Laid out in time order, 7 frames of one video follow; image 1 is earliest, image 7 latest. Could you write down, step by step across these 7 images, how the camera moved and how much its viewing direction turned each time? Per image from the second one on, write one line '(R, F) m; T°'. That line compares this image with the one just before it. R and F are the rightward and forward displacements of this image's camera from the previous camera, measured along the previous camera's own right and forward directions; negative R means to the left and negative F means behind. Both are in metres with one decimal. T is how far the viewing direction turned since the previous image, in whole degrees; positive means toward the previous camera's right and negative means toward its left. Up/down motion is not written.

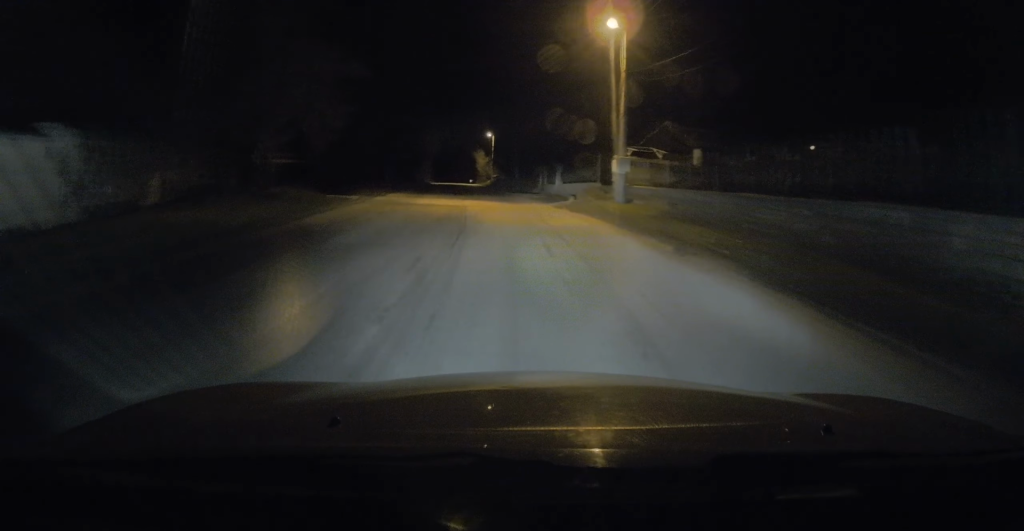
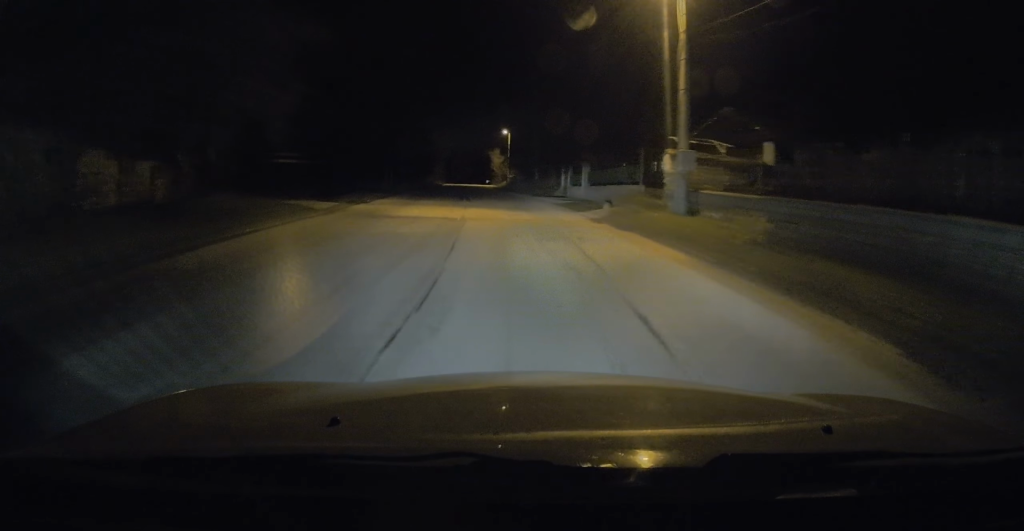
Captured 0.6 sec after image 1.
(-0.2, +6.8) m; -1°
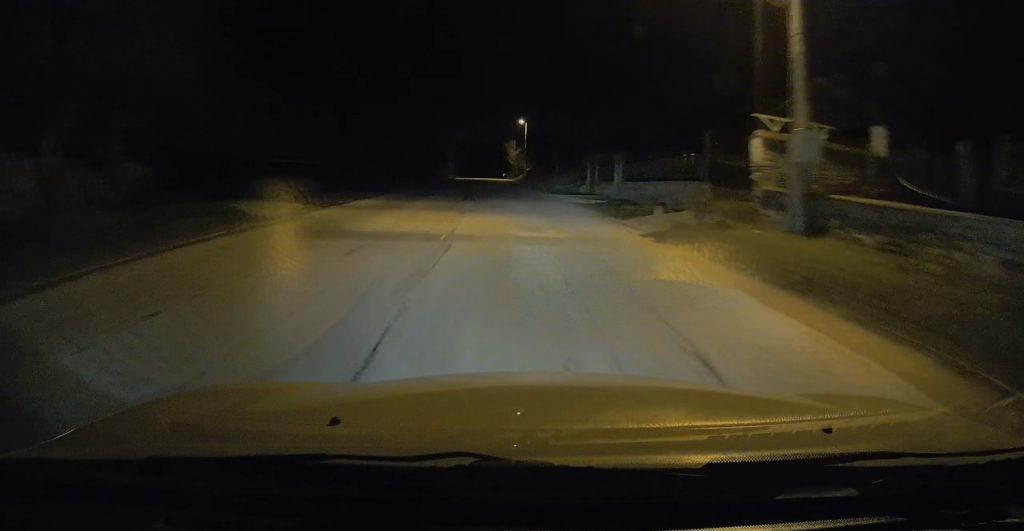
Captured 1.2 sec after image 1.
(-0.1, +6.5) m; -1°
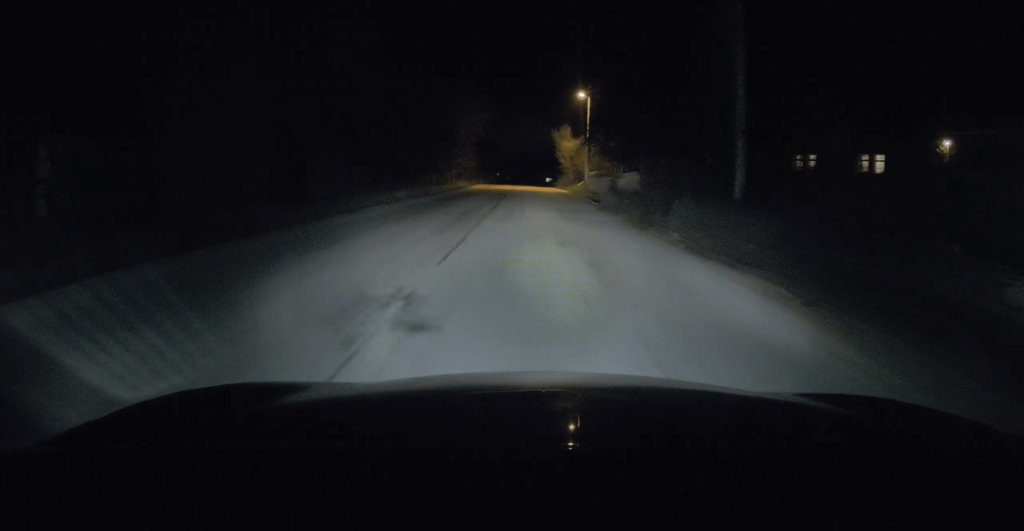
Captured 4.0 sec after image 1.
(-2.3, +32.9) m; -6°
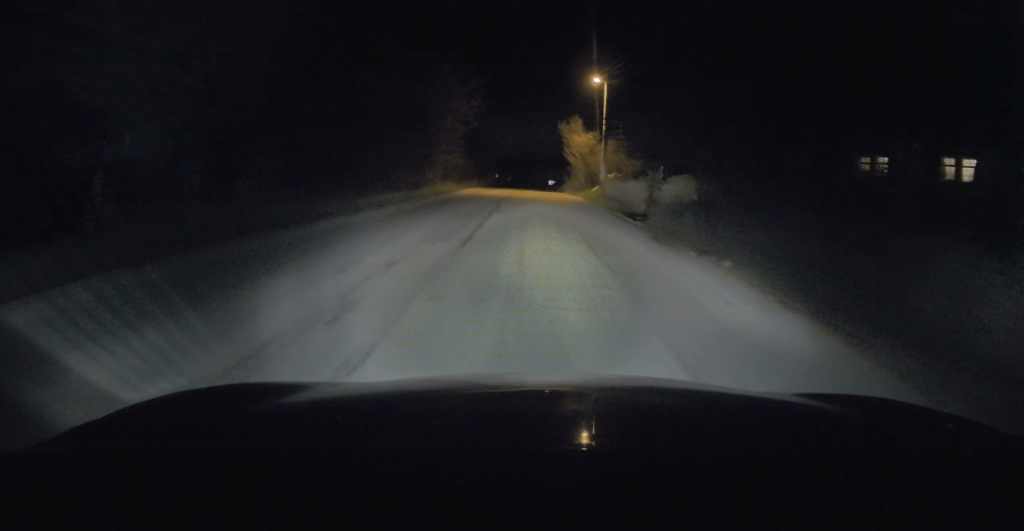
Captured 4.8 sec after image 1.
(+0.3, +9.5) m; 0°
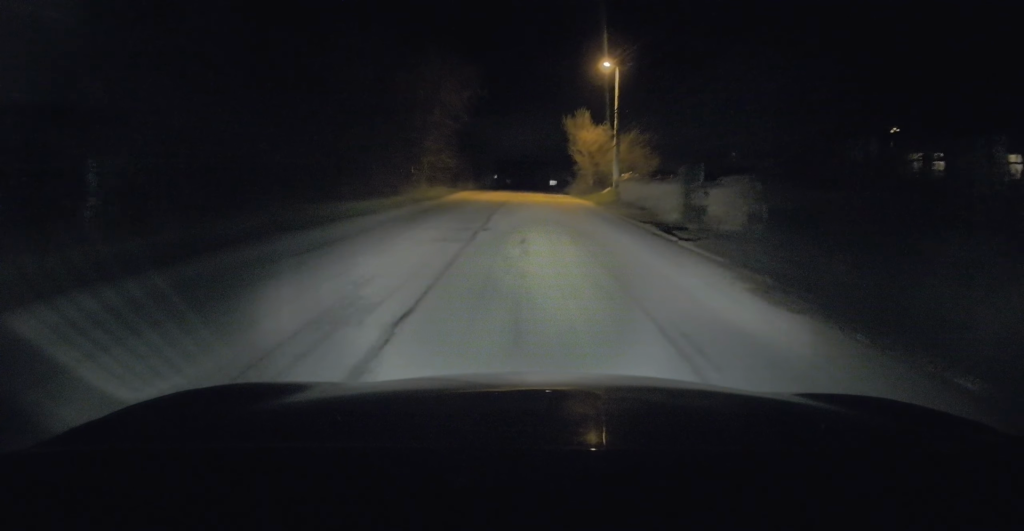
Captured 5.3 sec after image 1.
(+0.1, +5.6) m; 0°
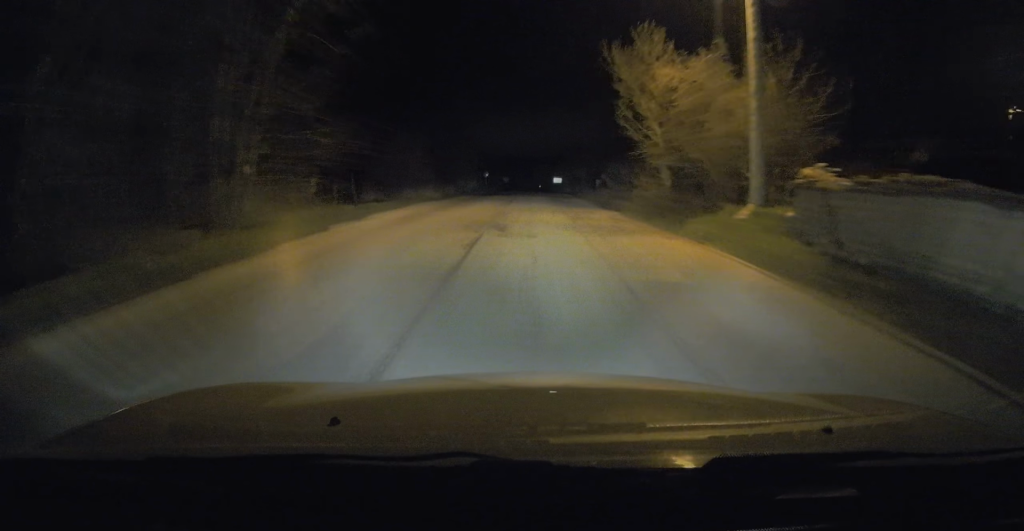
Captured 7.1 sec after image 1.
(-0.6, +22.5) m; -1°
